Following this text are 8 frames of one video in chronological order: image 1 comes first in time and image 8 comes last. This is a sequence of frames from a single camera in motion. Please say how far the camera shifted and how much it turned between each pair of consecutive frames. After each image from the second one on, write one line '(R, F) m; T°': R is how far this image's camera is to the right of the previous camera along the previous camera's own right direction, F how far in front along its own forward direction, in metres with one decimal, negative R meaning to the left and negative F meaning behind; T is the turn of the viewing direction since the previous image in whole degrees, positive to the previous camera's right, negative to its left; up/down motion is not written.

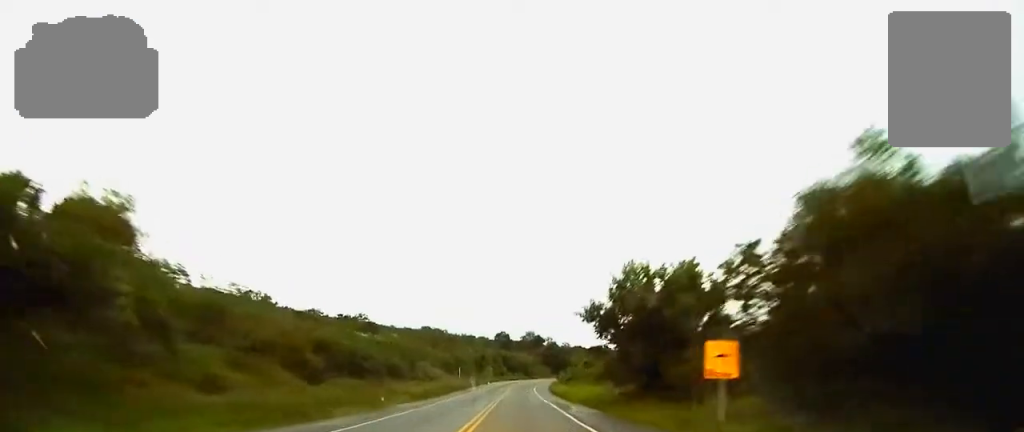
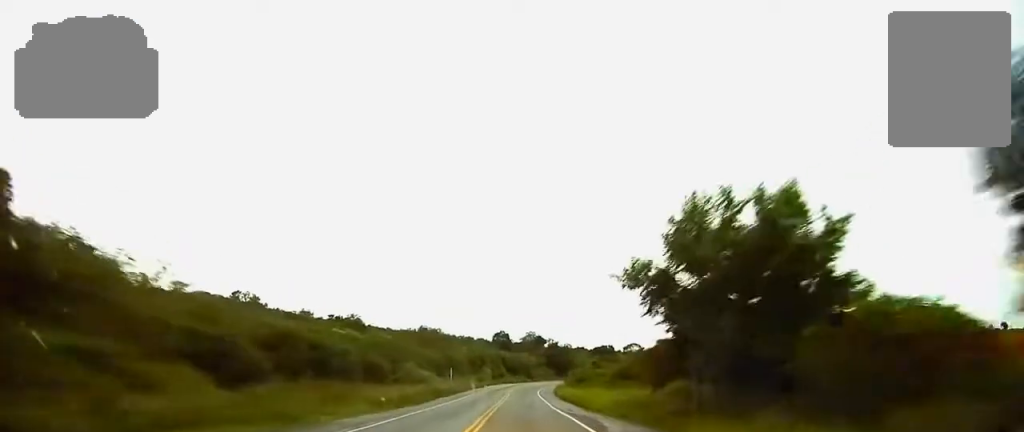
(0.0, +13.1) m; 0°
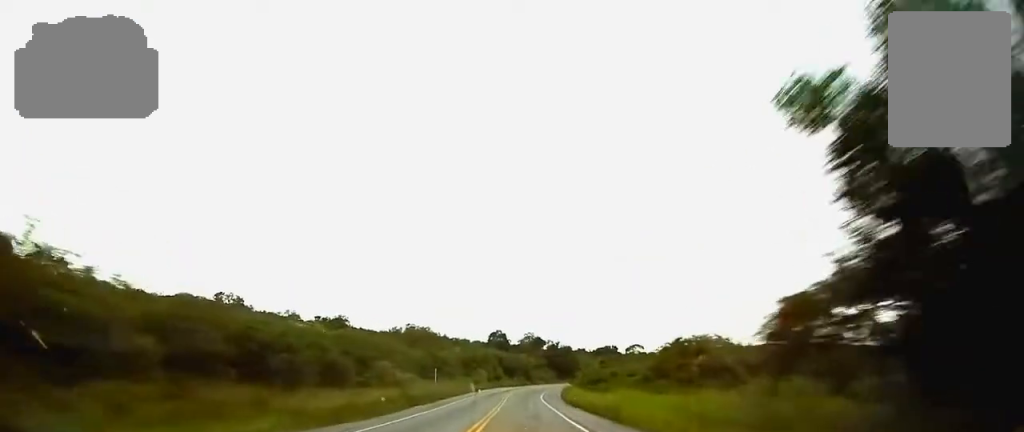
(-0.1, +14.8) m; 0°
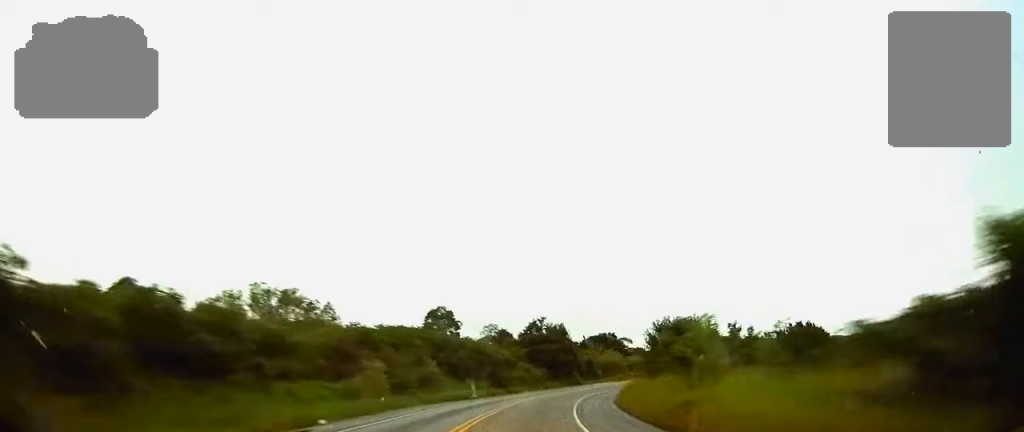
(+1.5, +65.8) m; +5°
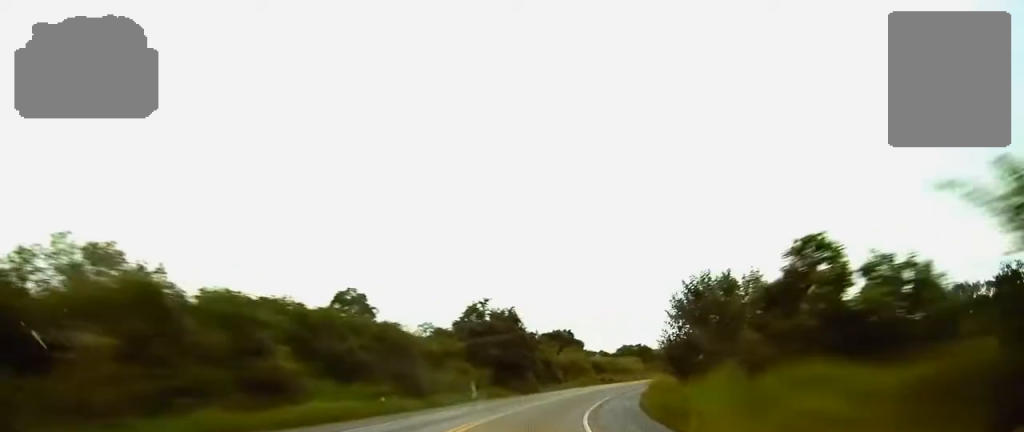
(+0.9, +25.6) m; +5°
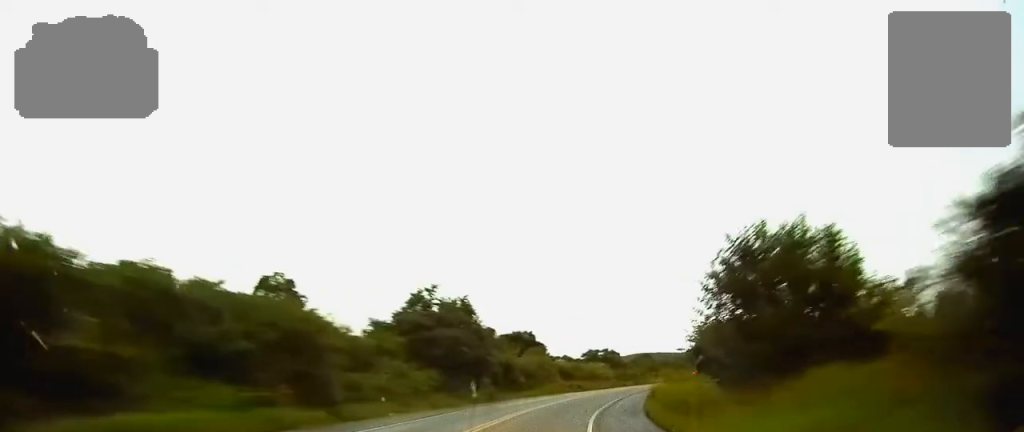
(+0.1, +12.3) m; +3°
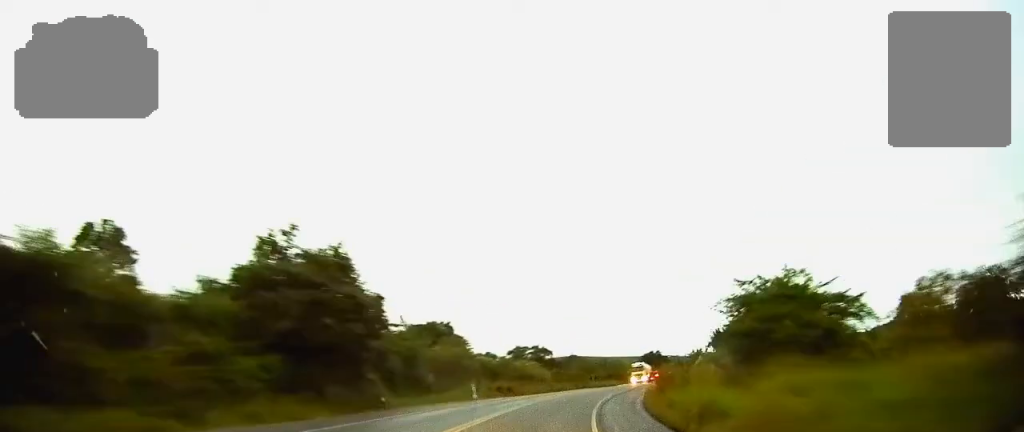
(+0.9, +19.8) m; +7°
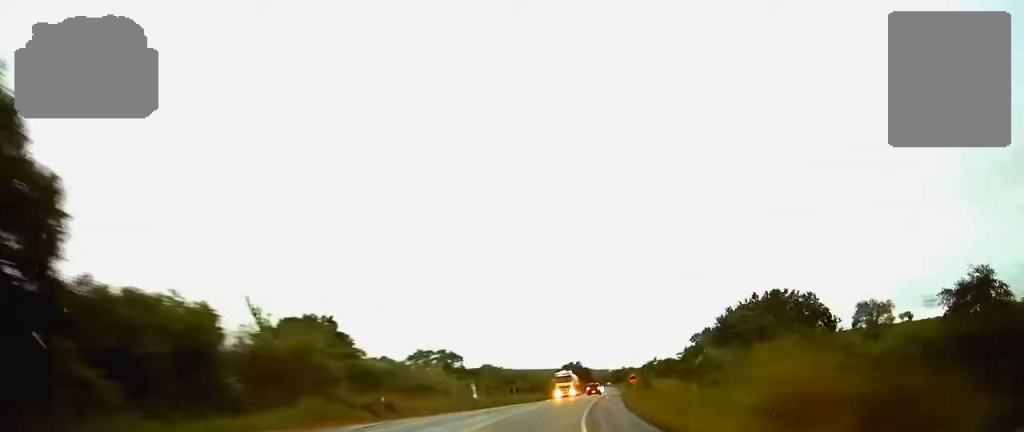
(+1.6, +22.6) m; +7°
